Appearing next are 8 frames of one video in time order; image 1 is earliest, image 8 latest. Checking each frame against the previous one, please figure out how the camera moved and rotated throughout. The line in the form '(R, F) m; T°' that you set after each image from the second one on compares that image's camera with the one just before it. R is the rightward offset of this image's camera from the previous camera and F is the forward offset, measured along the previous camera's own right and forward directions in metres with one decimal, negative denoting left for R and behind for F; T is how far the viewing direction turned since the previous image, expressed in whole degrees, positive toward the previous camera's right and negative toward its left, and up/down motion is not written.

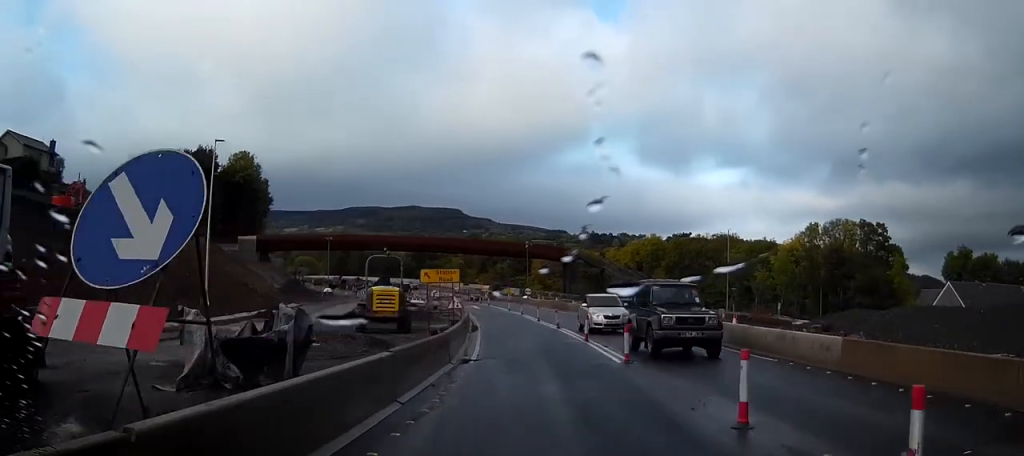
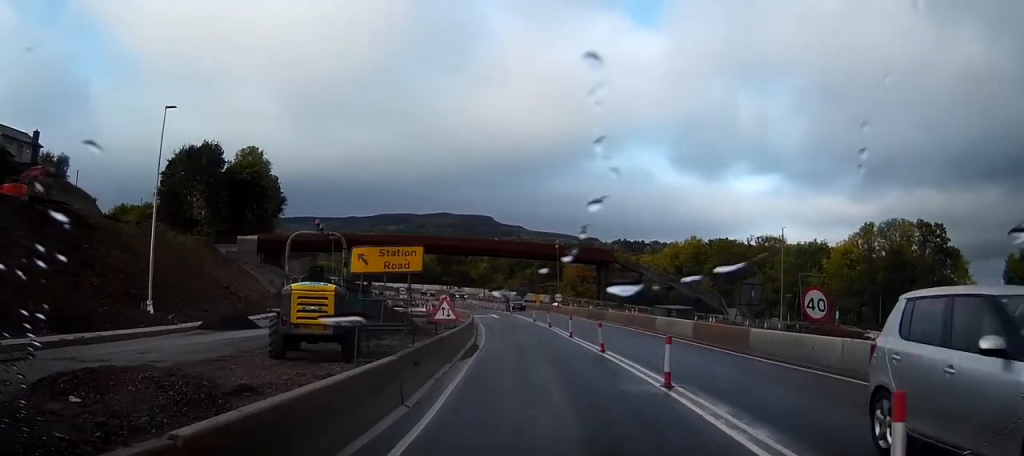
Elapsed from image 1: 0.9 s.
(-0.1, +12.1) m; 0°
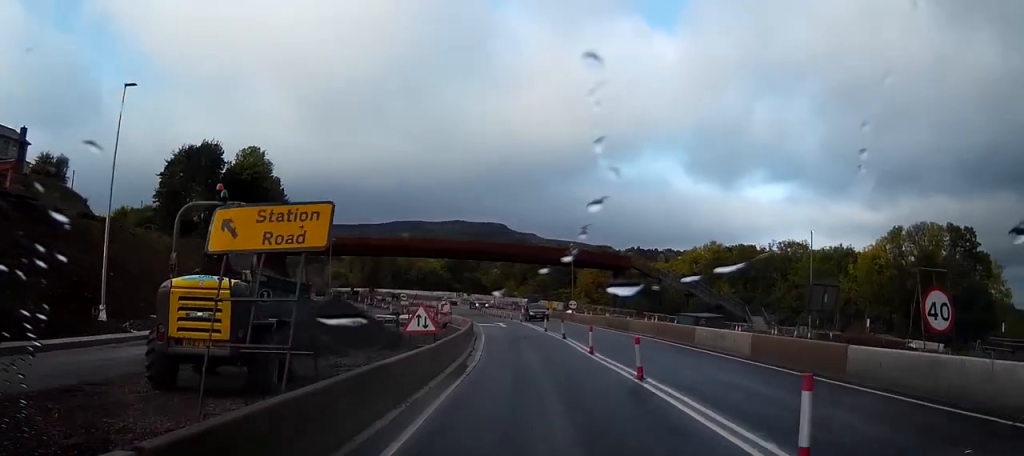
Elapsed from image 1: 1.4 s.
(0.0, +6.2) m; +1°
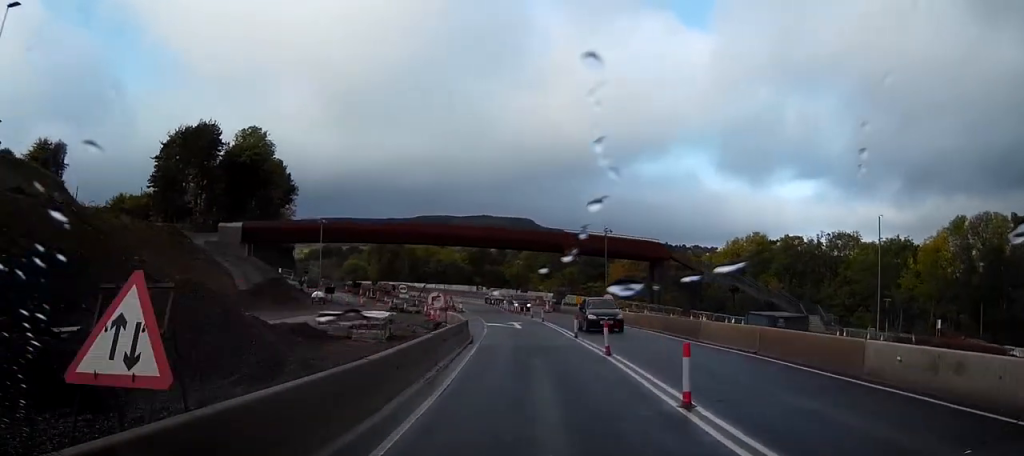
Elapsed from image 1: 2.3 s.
(+0.1, +12.7) m; -2°
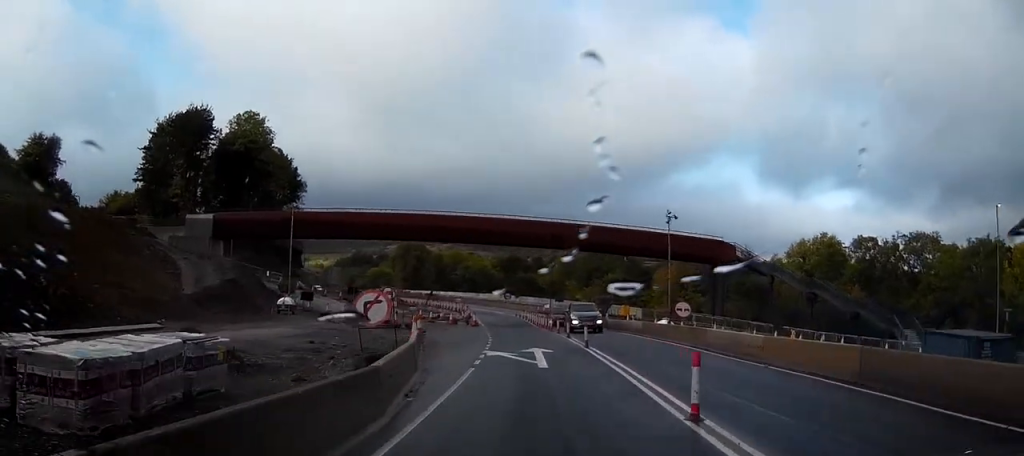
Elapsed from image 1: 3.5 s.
(-0.7, +17.2) m; -4°
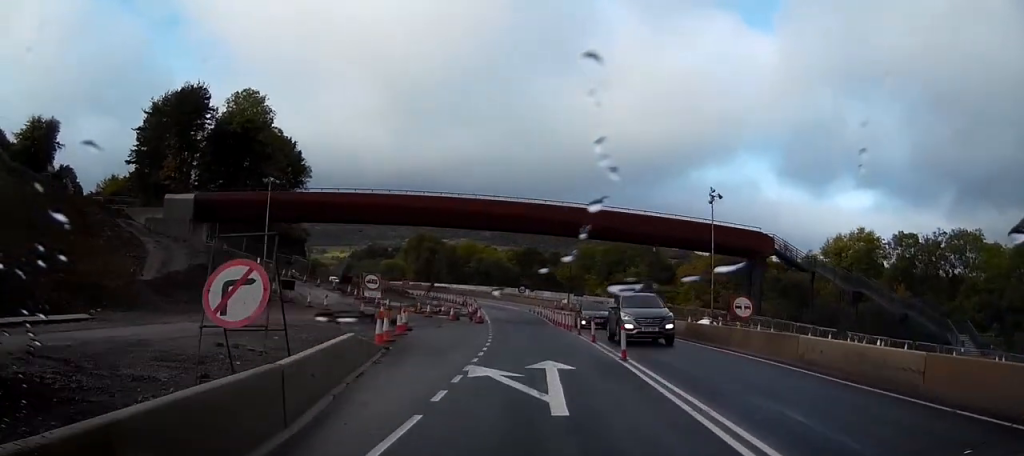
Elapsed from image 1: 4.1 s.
(-0.1, +8.0) m; -1°
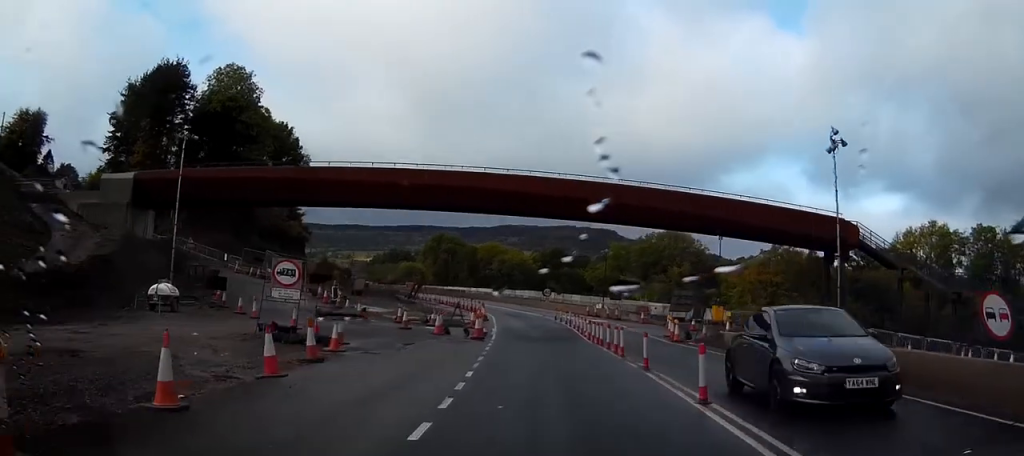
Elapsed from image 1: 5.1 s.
(-0.2, +14.6) m; -2°
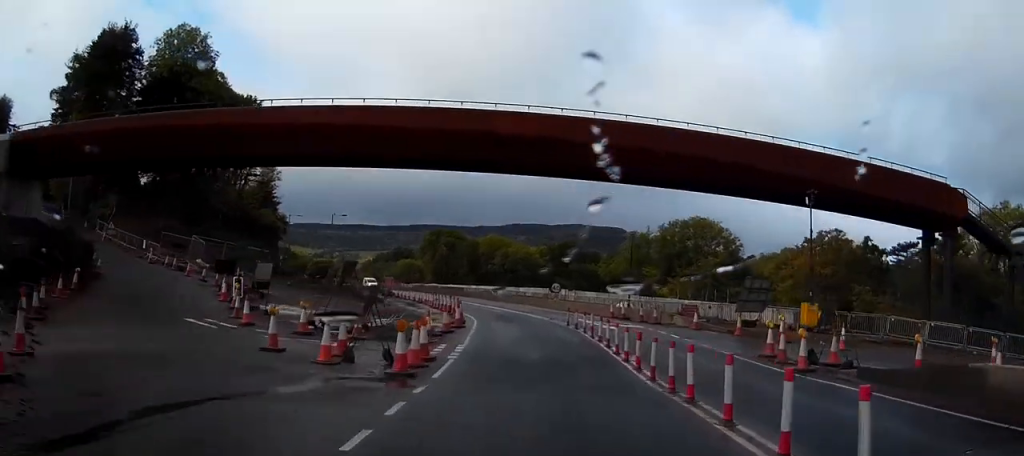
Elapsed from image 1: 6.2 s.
(-0.4, +15.7) m; -2°
